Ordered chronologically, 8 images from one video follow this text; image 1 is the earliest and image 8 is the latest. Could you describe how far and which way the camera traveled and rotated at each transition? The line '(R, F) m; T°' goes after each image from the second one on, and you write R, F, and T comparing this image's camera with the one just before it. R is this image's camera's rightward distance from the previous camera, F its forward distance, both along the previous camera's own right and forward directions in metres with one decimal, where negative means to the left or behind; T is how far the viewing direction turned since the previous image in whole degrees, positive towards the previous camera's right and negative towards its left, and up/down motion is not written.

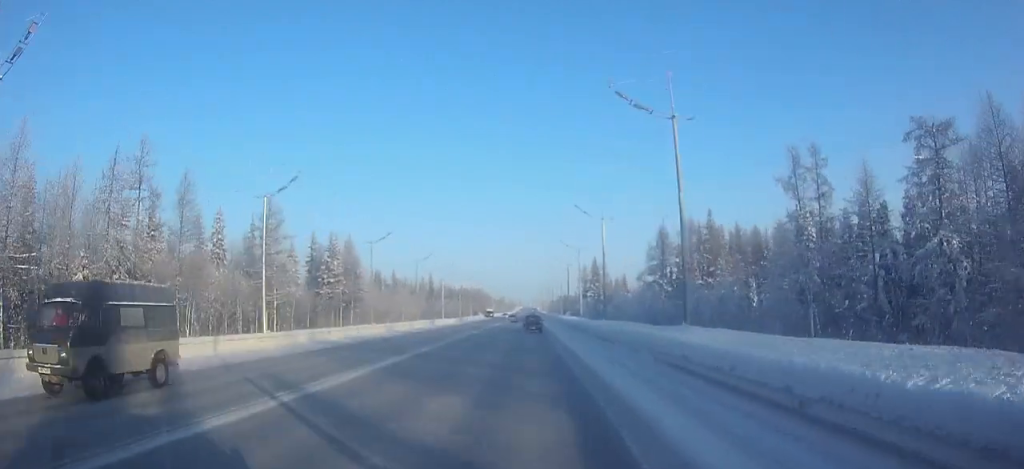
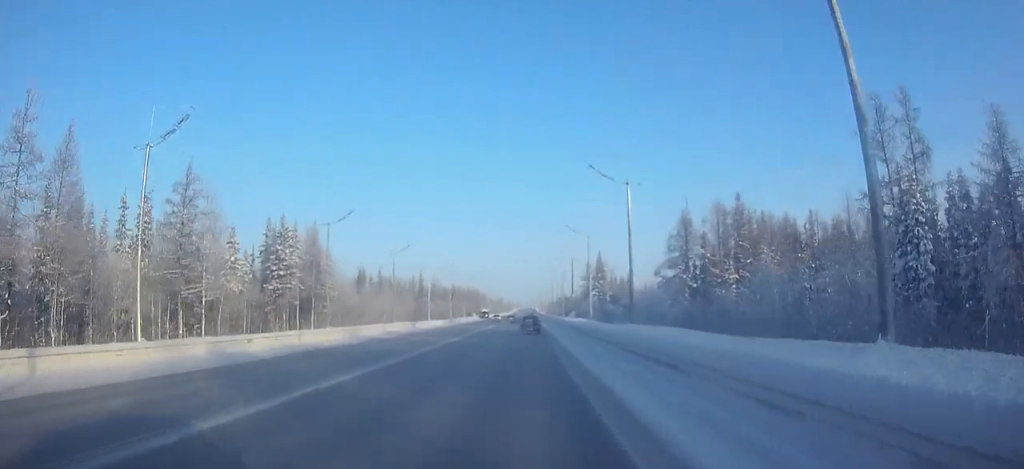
(0.0, +13.2) m; 0°
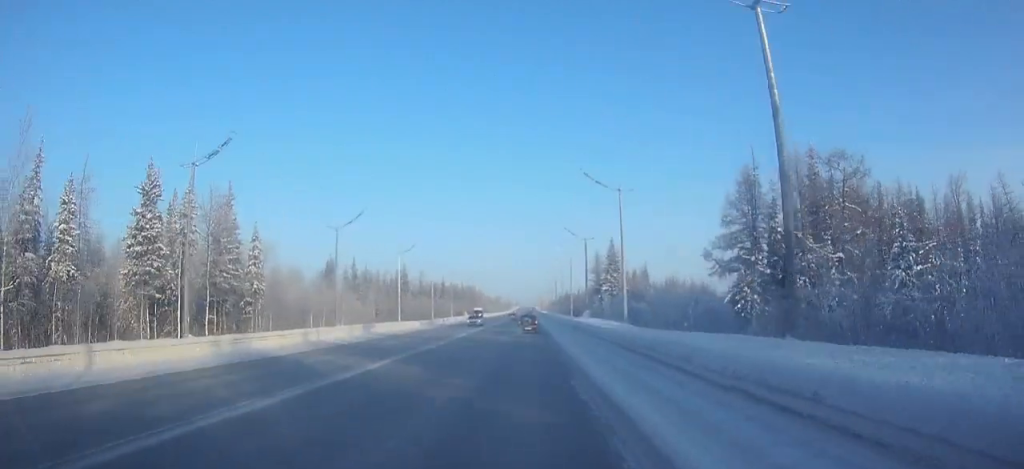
(0.0, +21.1) m; 0°
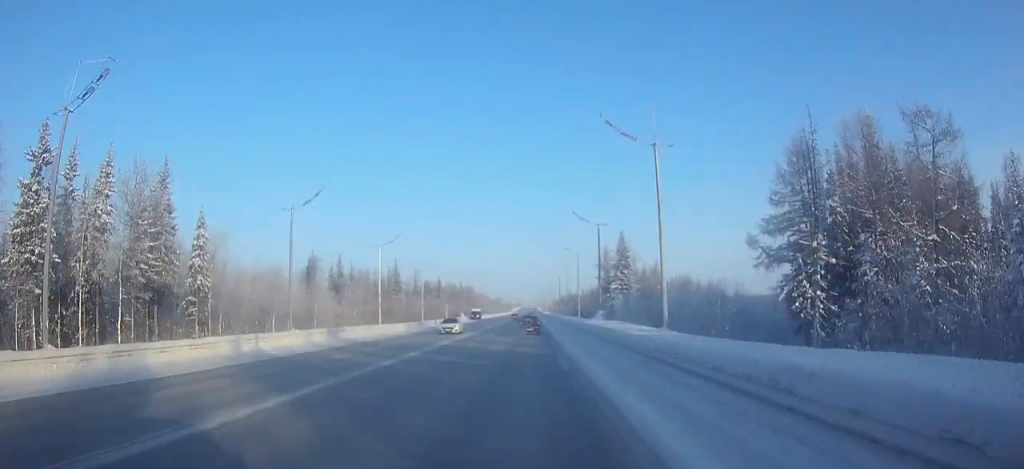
(0.0, +10.5) m; 0°
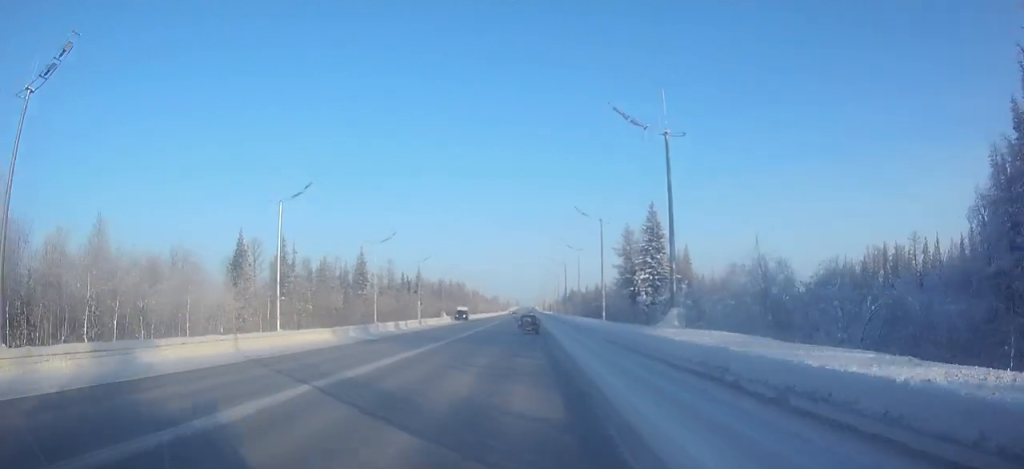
(+0.1, +26.5) m; 0°
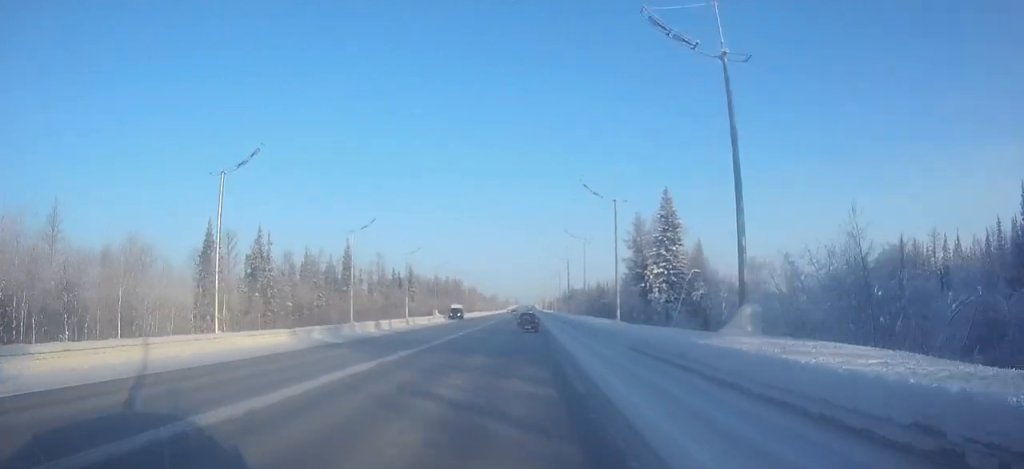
(0.0, +8.3) m; 0°
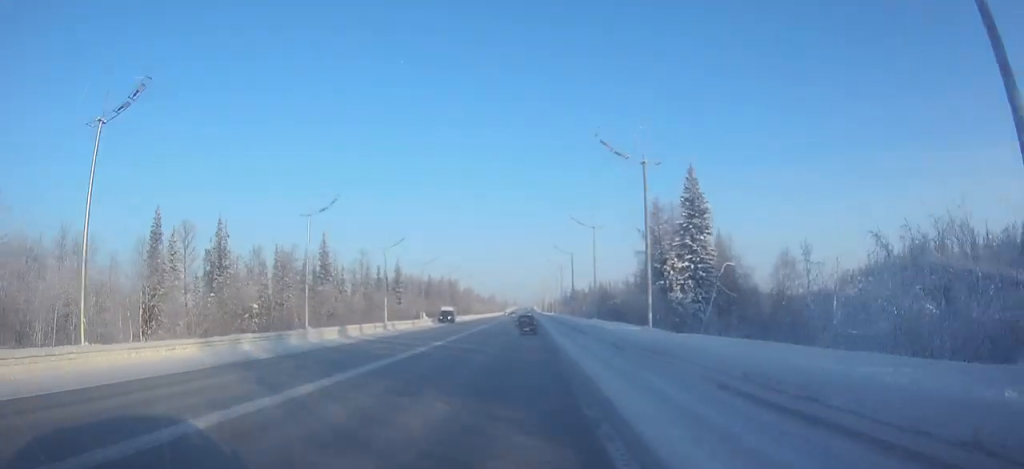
(0.0, +11.2) m; 0°
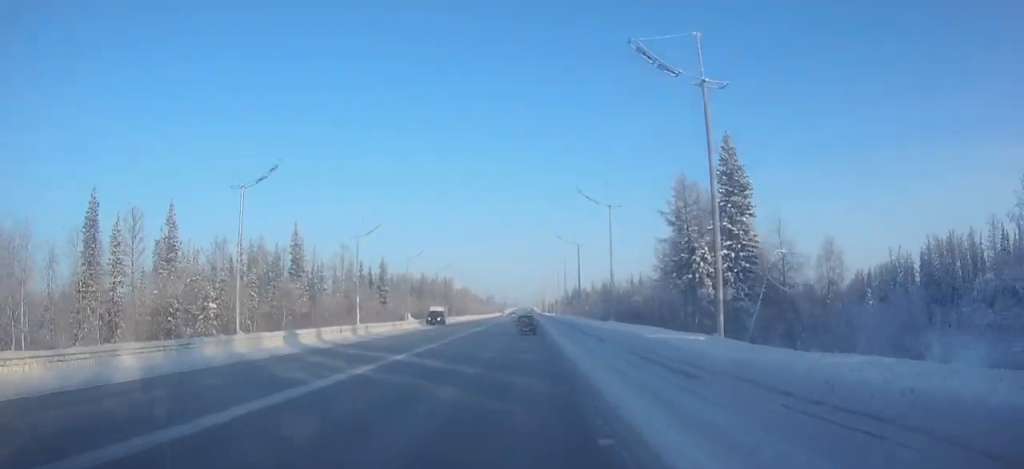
(0.0, +11.2) m; 0°
